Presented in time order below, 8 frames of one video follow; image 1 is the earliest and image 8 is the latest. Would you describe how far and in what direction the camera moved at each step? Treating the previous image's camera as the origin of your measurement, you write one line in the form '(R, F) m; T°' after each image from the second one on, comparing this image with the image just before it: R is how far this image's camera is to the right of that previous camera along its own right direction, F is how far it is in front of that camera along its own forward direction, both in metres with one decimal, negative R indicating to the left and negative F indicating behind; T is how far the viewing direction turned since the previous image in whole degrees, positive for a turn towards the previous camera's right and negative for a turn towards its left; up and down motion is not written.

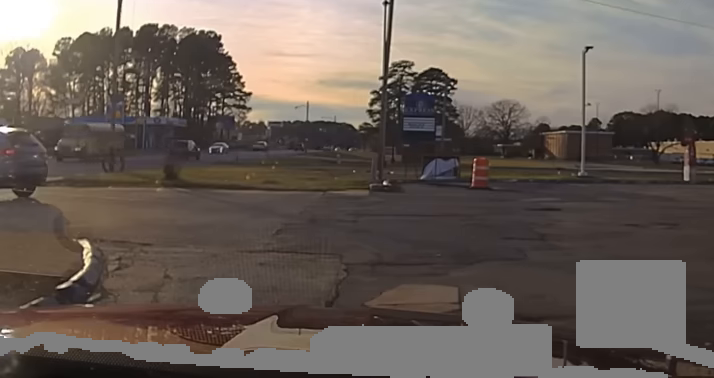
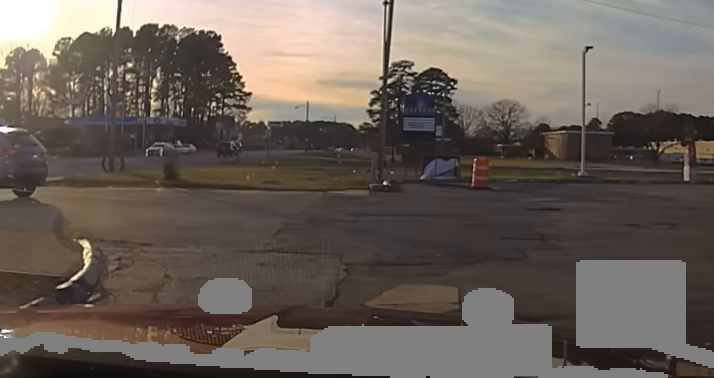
(0.0, 0.0) m; 0°
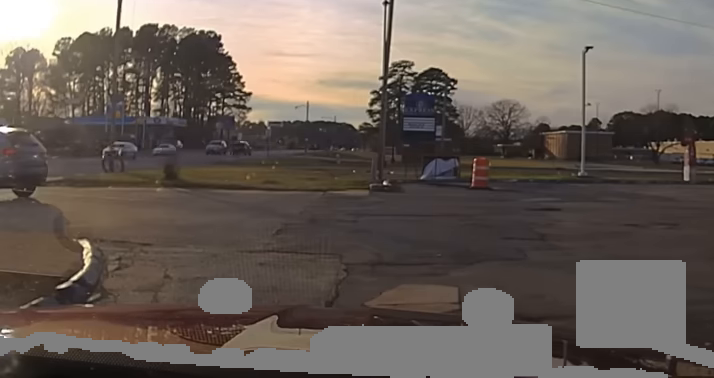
(0.0, 0.0) m; 0°
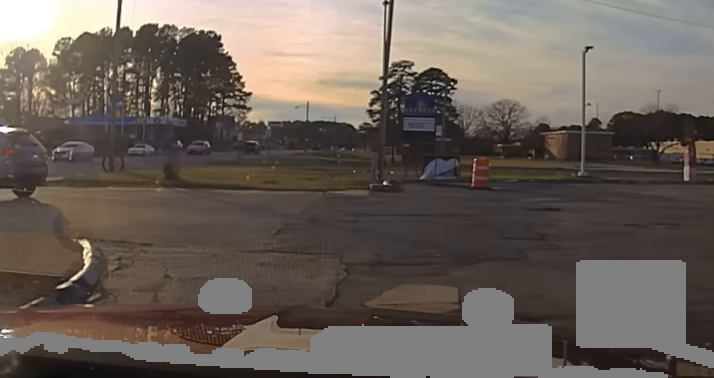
(0.0, 0.0) m; 0°
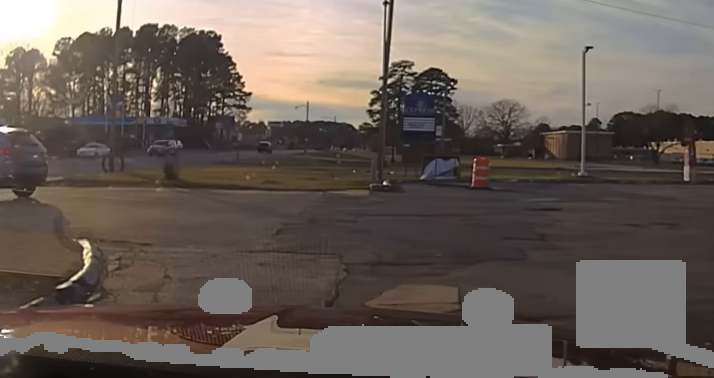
(0.0, 0.0) m; 0°
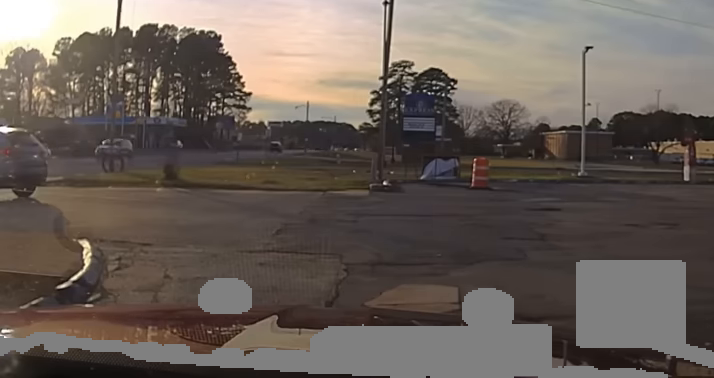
(0.0, 0.0) m; 0°
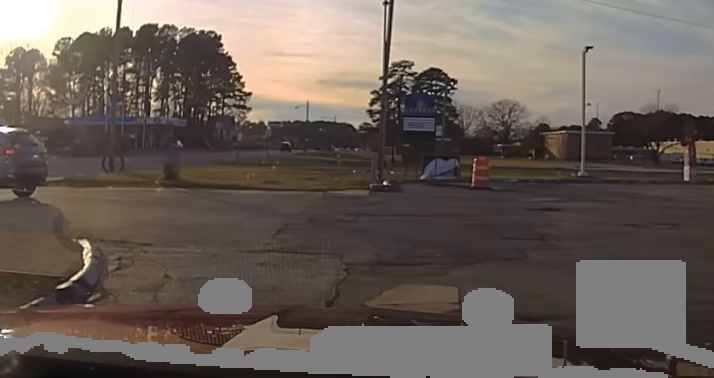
(0.0, 0.0) m; 0°
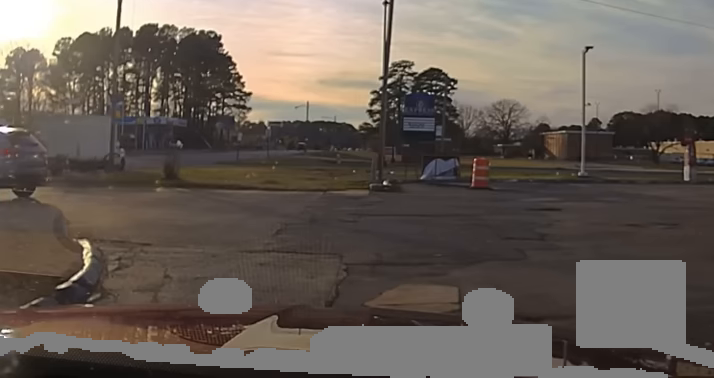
(0.0, 0.0) m; 0°
